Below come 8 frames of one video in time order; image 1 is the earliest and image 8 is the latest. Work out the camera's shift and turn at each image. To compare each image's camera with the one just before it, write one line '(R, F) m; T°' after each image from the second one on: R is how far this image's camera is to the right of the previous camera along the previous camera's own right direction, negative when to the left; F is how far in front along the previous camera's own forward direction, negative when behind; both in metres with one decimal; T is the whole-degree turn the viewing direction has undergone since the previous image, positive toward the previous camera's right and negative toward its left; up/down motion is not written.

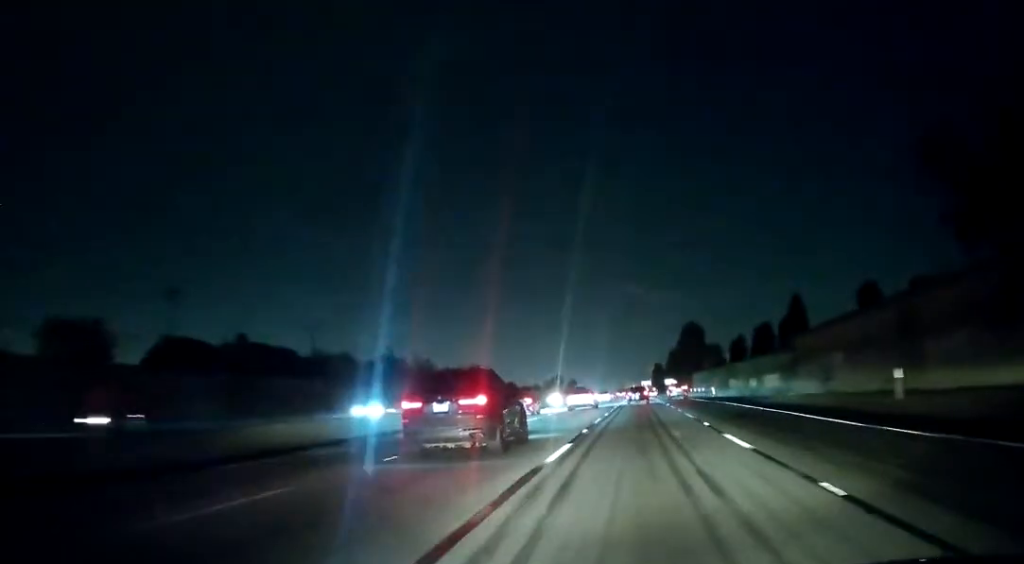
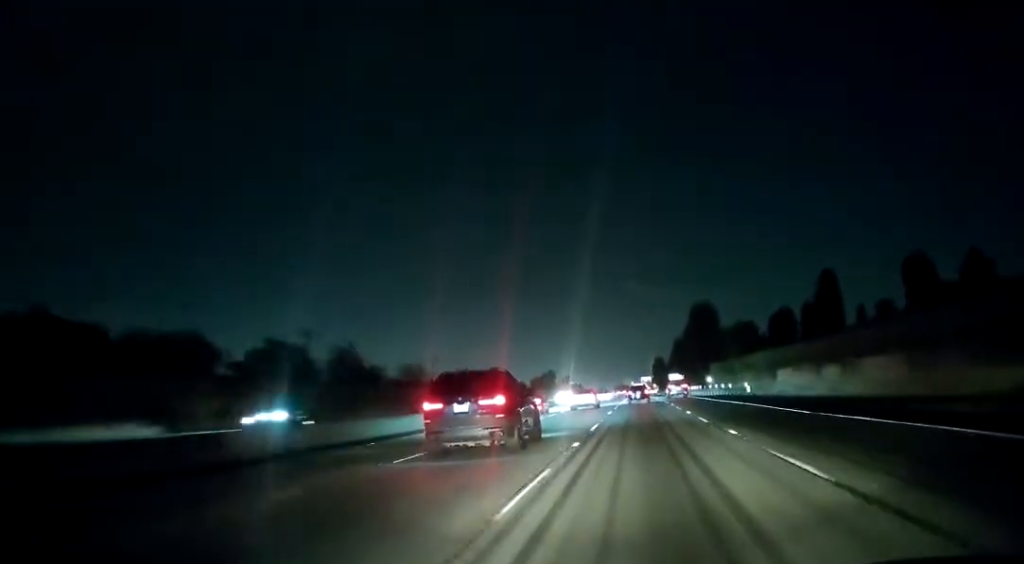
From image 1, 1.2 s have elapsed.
(0.0, +34.8) m; 0°
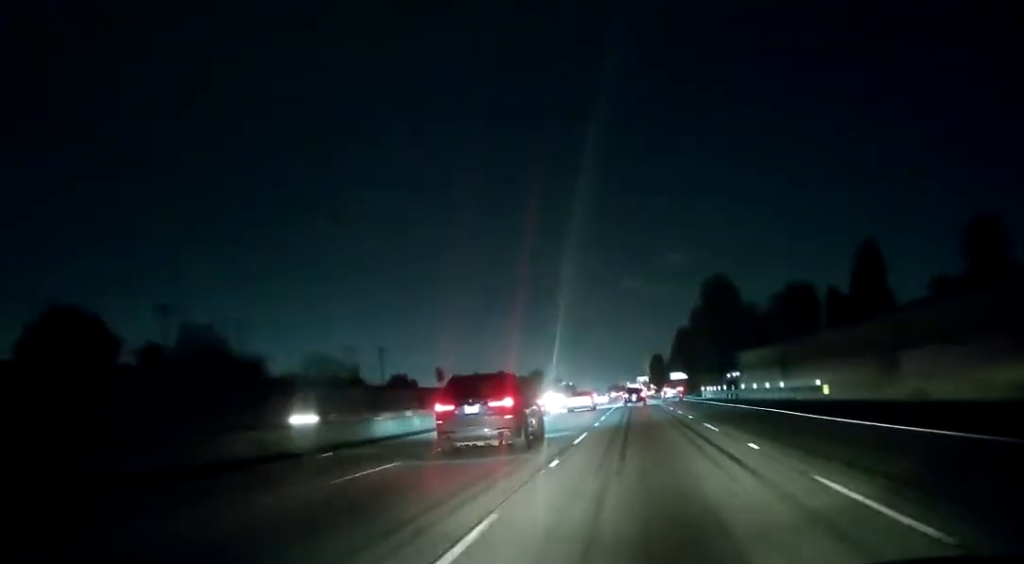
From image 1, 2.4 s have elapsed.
(0.0, +33.2) m; 0°
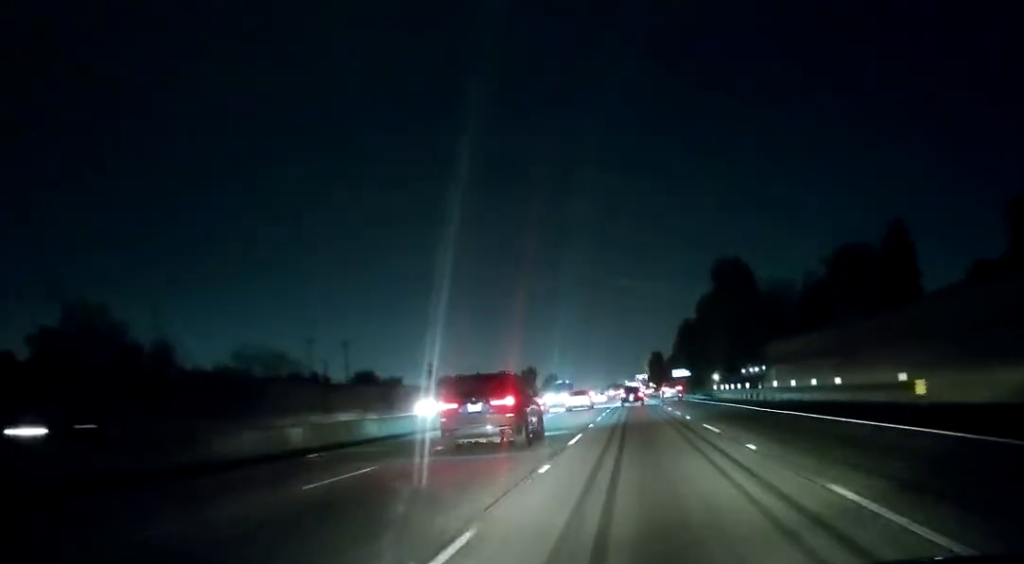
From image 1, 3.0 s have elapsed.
(0.0, +16.1) m; 0°
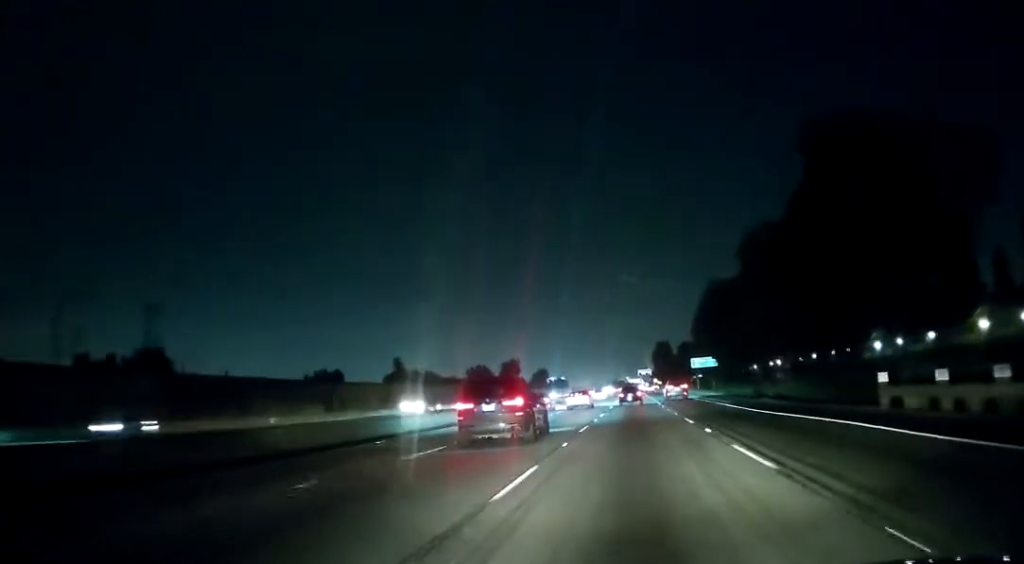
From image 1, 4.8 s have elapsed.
(-0.1, +51.9) m; 0°
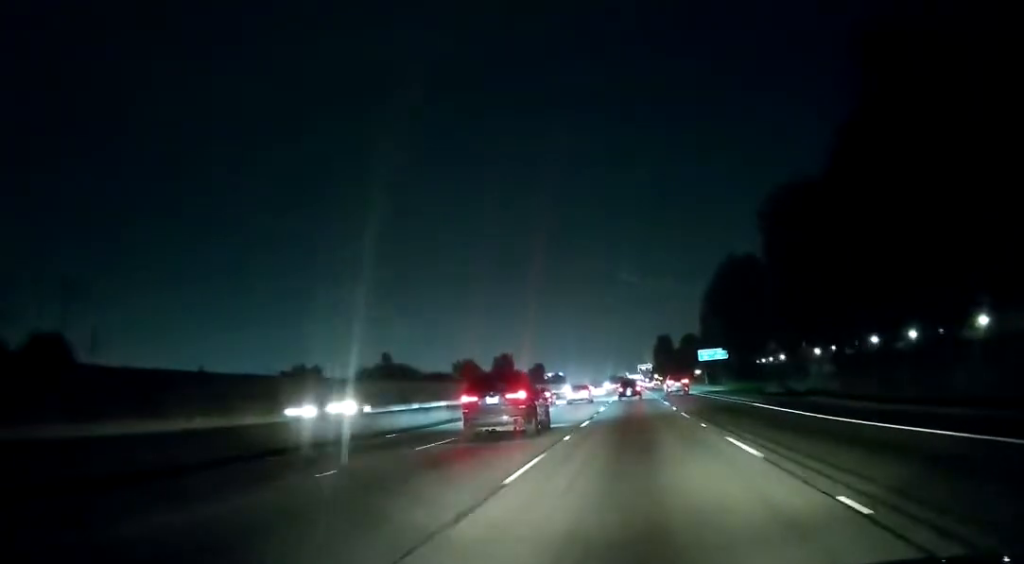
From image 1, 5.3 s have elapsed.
(0.0, +14.1) m; 0°
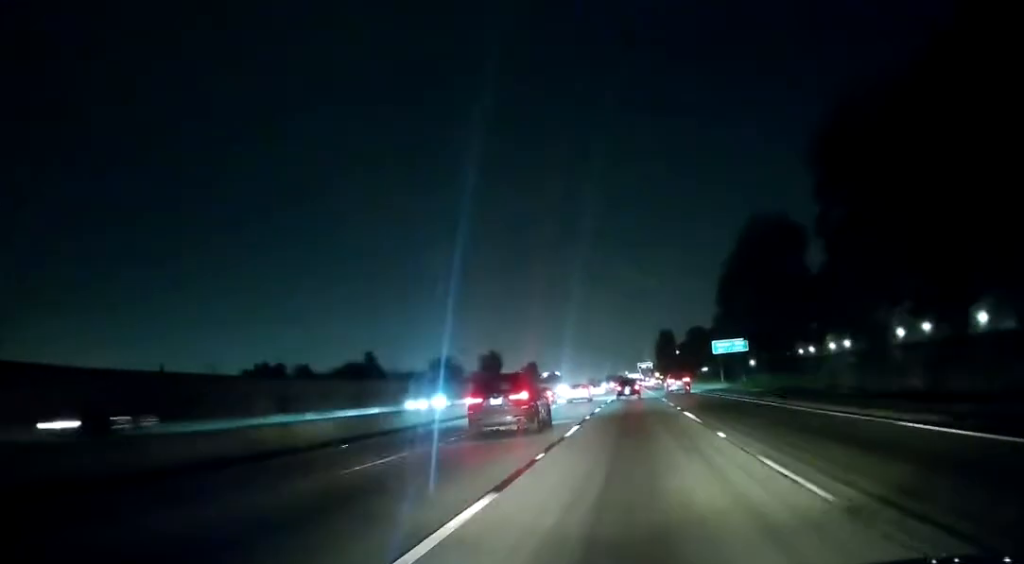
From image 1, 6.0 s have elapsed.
(0.0, +18.8) m; 0°
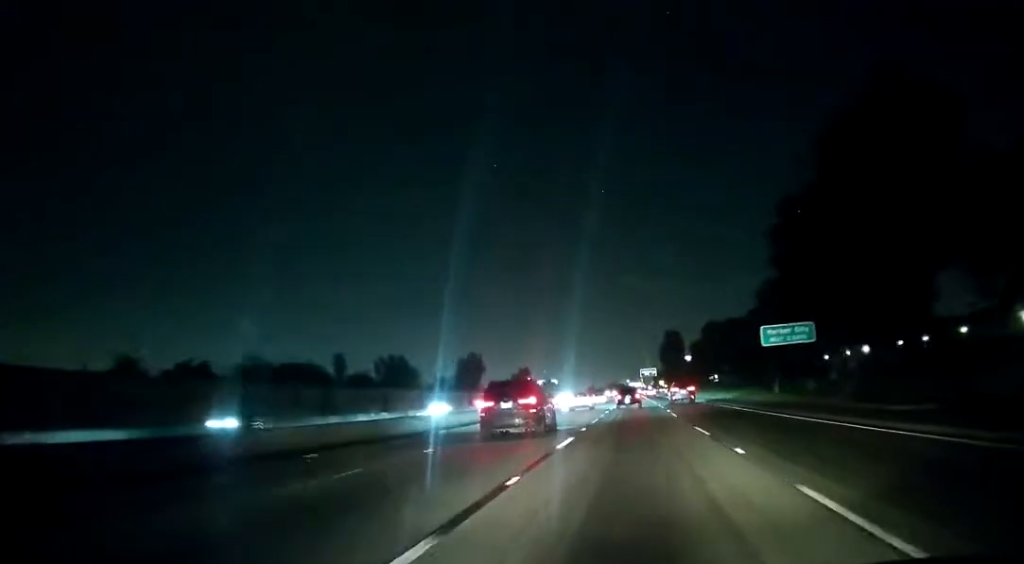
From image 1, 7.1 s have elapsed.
(+0.1, +32.1) m; 0°
